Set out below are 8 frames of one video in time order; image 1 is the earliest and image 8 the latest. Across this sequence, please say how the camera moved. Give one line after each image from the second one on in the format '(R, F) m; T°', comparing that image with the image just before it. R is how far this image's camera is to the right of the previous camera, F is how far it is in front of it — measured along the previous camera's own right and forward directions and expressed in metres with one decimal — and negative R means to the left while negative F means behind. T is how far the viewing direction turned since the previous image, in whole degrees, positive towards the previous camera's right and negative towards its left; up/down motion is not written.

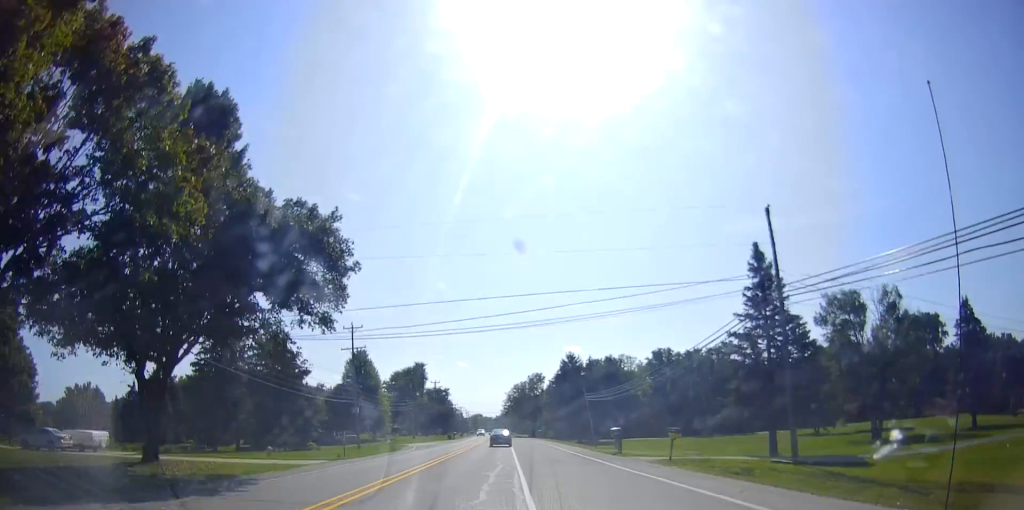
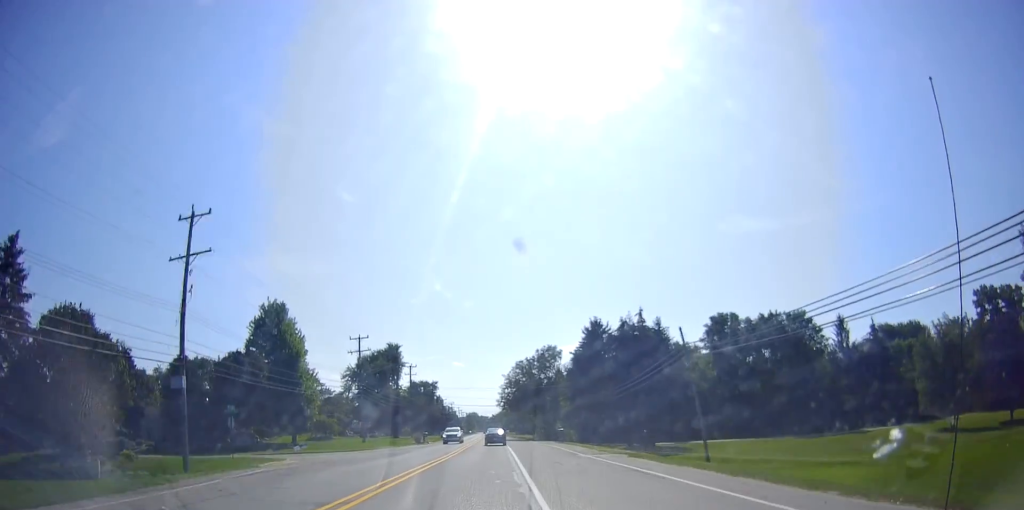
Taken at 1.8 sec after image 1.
(0.0, +38.8) m; -1°
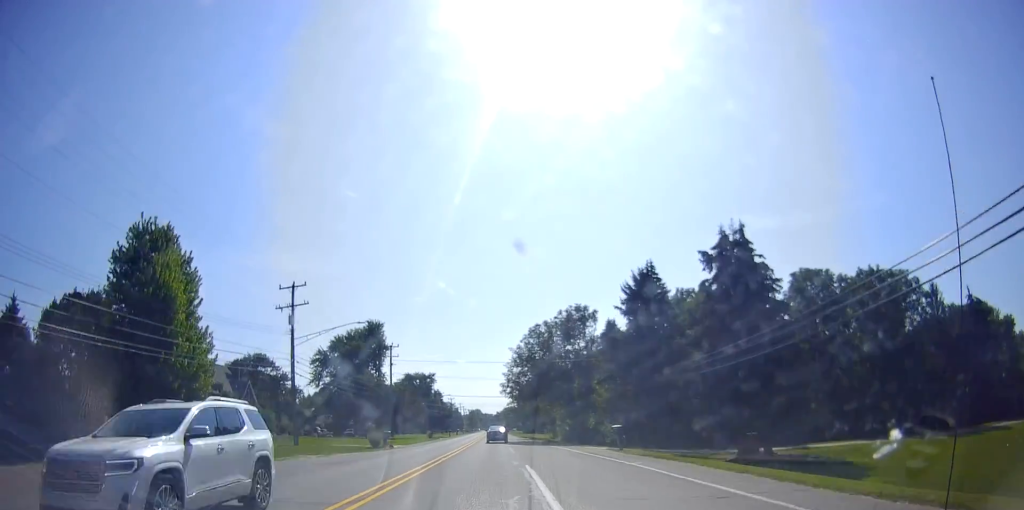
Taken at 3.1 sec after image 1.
(-0.2, +26.4) m; -1°
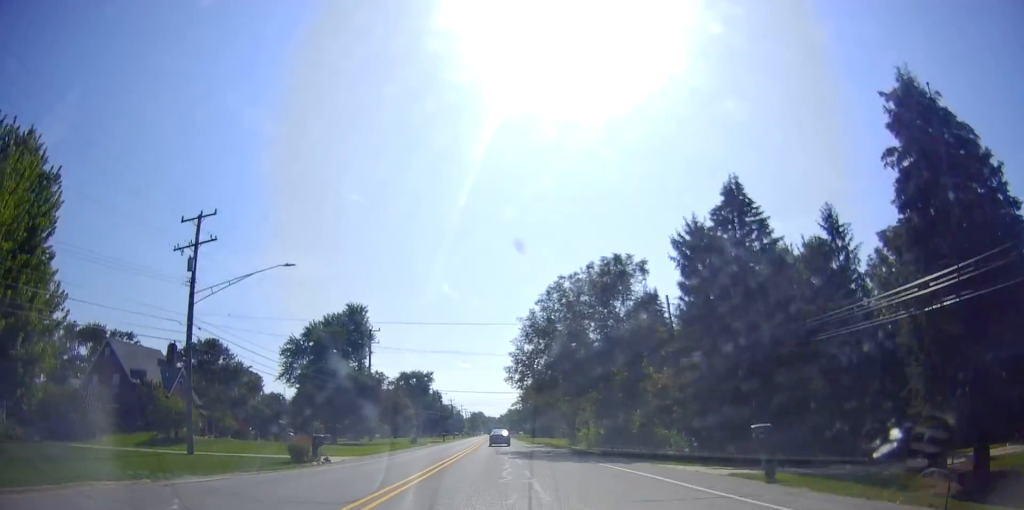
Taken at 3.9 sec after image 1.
(0.0, +17.9) m; -1°
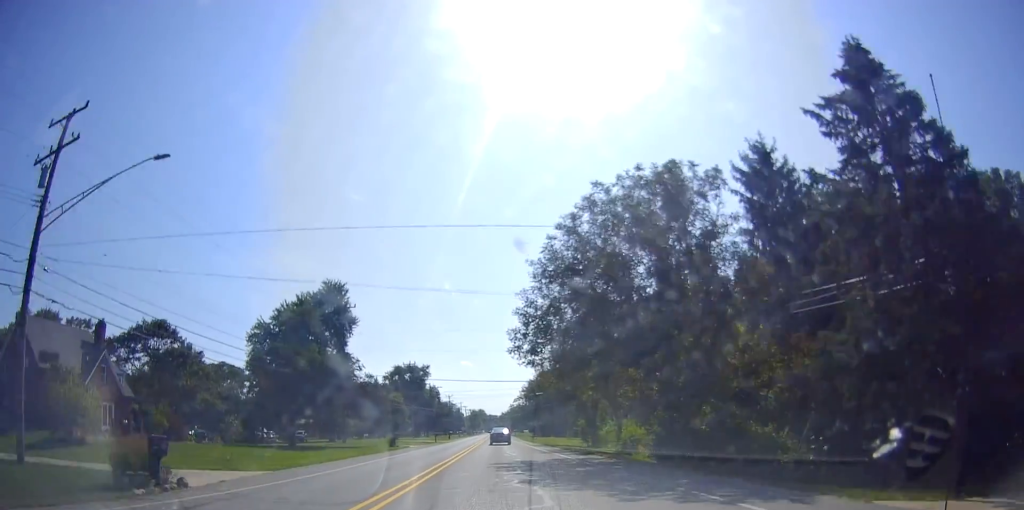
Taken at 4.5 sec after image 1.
(0.0, +13.6) m; -1°
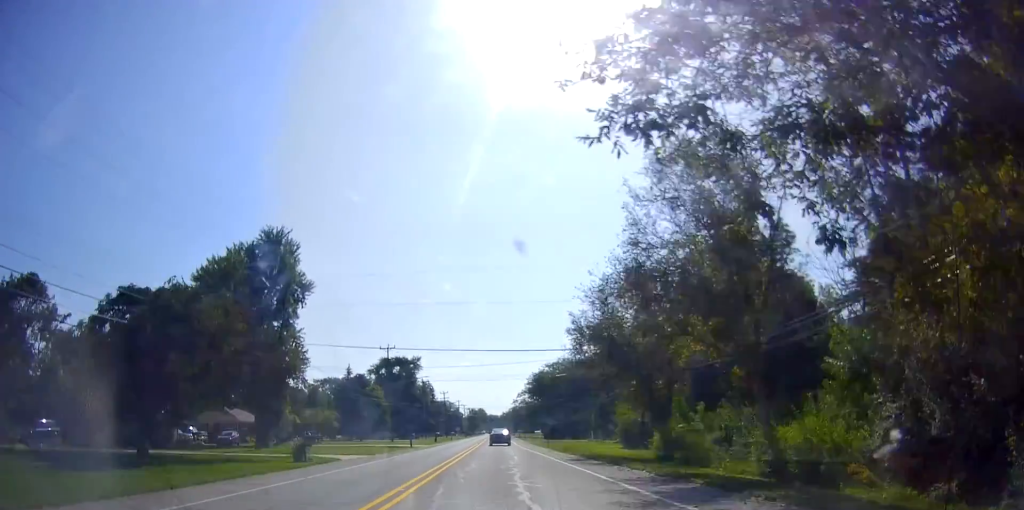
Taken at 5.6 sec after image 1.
(-0.3, +22.1) m; 0°
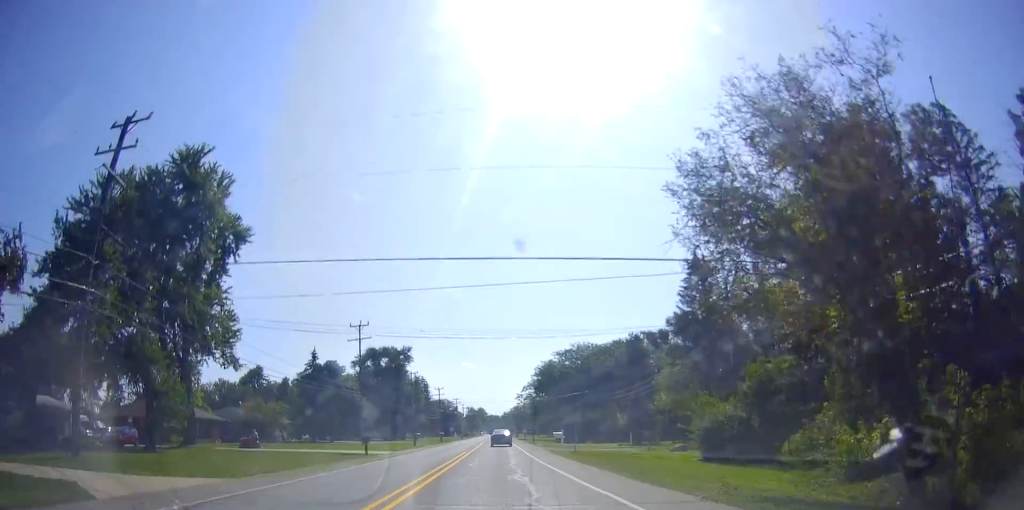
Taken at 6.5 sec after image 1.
(+0.3, +19.3) m; +1°
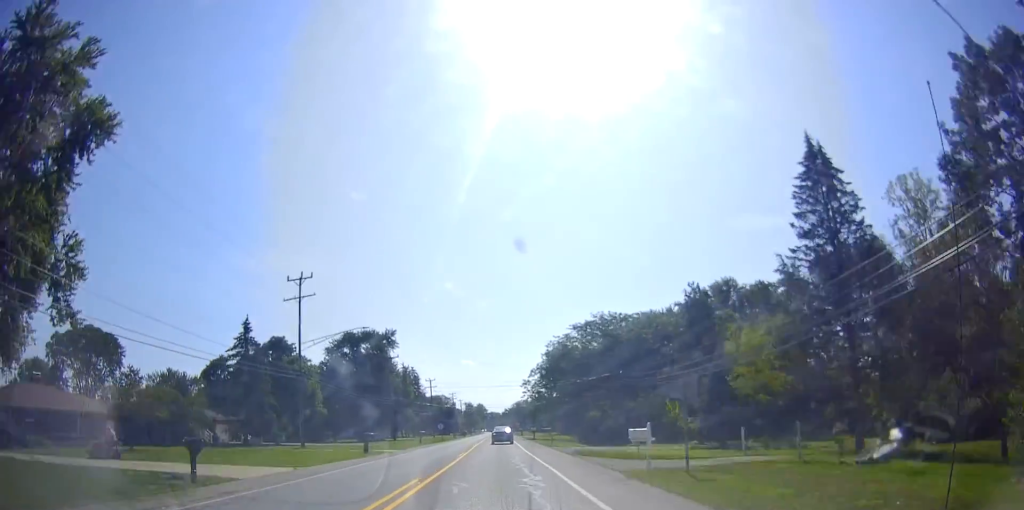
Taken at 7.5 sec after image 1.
(+0.1, +22.4) m; 0°
